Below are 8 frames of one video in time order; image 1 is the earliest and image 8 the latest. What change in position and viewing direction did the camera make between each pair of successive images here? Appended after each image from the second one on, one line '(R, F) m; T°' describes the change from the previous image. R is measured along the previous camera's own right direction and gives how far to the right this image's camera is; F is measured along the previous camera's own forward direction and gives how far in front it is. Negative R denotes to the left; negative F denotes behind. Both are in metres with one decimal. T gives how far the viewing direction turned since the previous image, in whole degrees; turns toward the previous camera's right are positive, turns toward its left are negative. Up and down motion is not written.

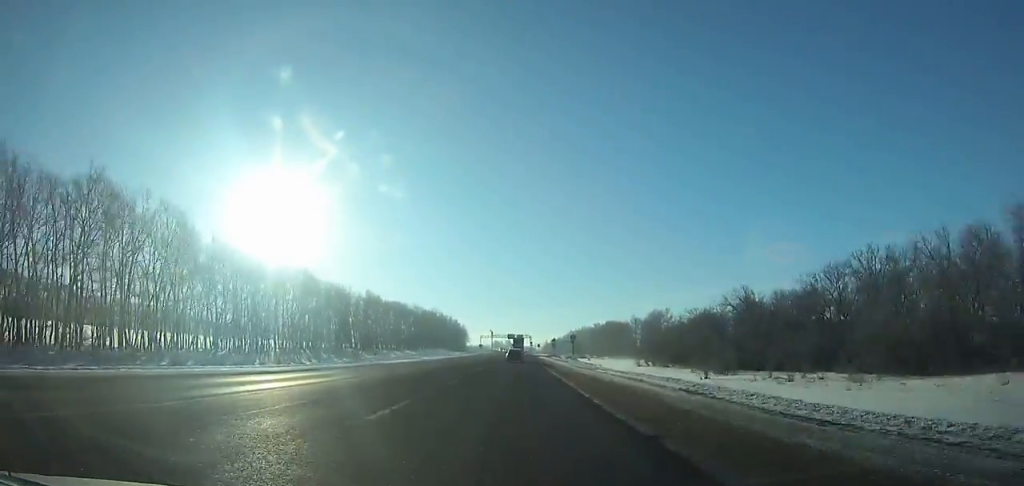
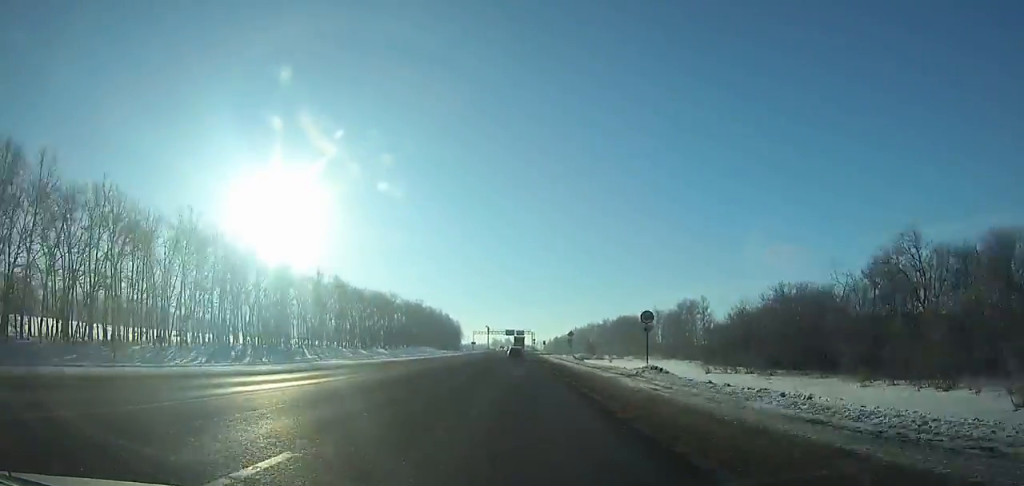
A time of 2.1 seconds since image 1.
(0.0, +42.3) m; 0°
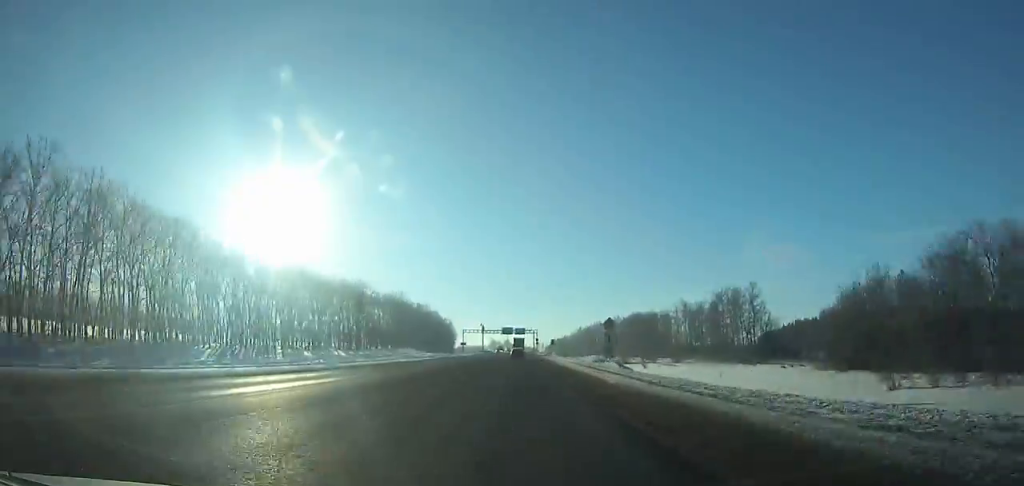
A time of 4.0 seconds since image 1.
(+0.1, +38.4) m; 0°
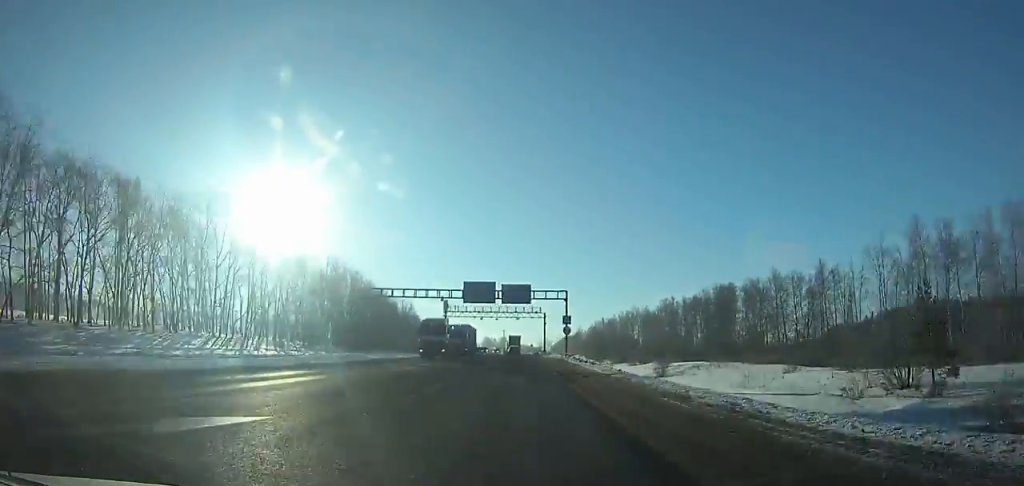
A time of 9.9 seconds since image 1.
(+0.3, +119.4) m; 0°
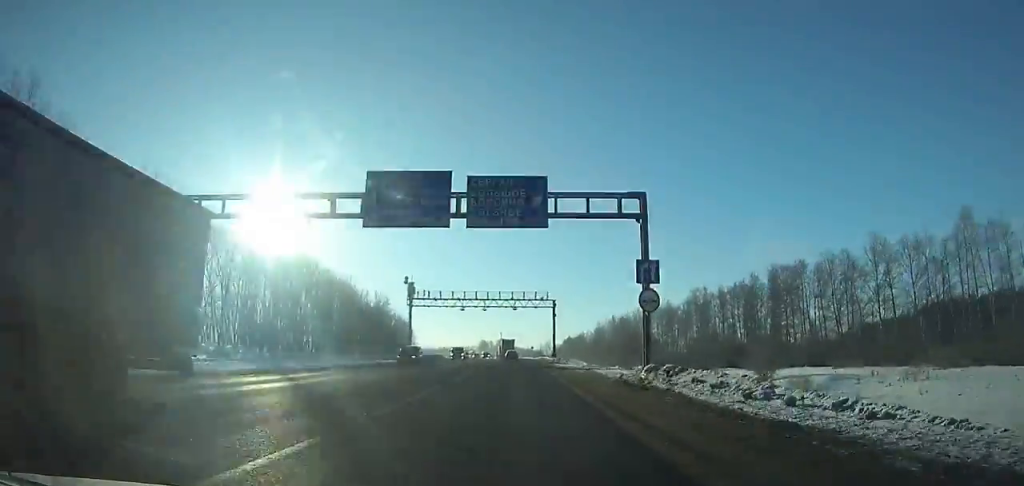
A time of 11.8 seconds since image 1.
(-0.1, +38.4) m; 0°
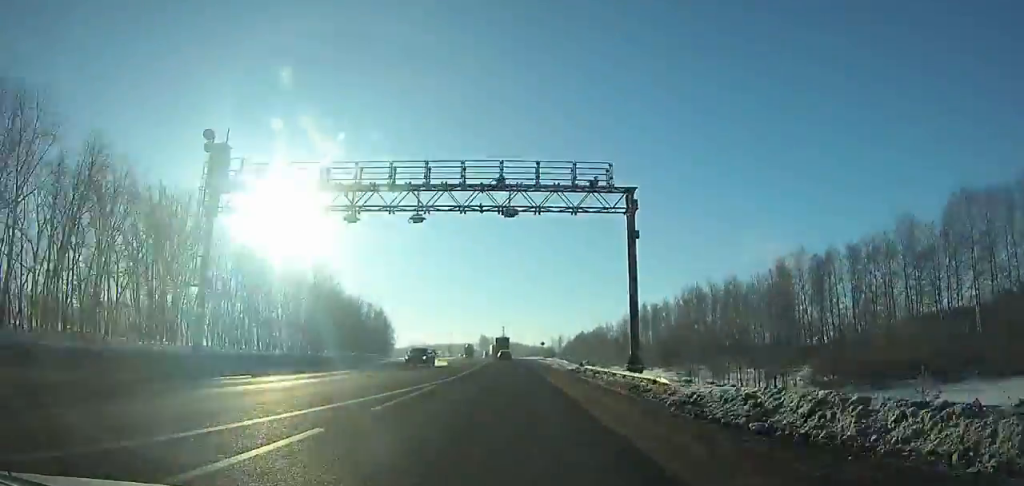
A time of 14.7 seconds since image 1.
(+0.1, +58.2) m; -1°
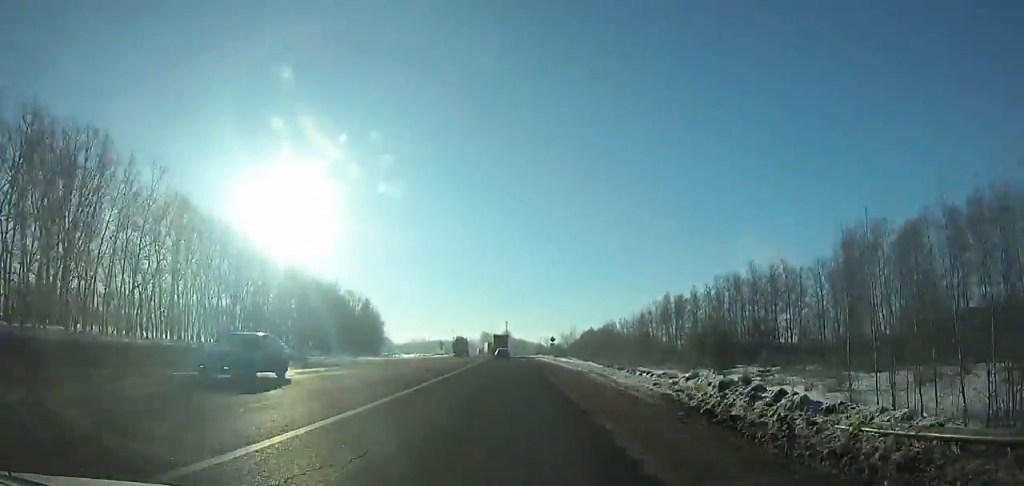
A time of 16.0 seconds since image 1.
(-0.2, +25.9) m; -1°
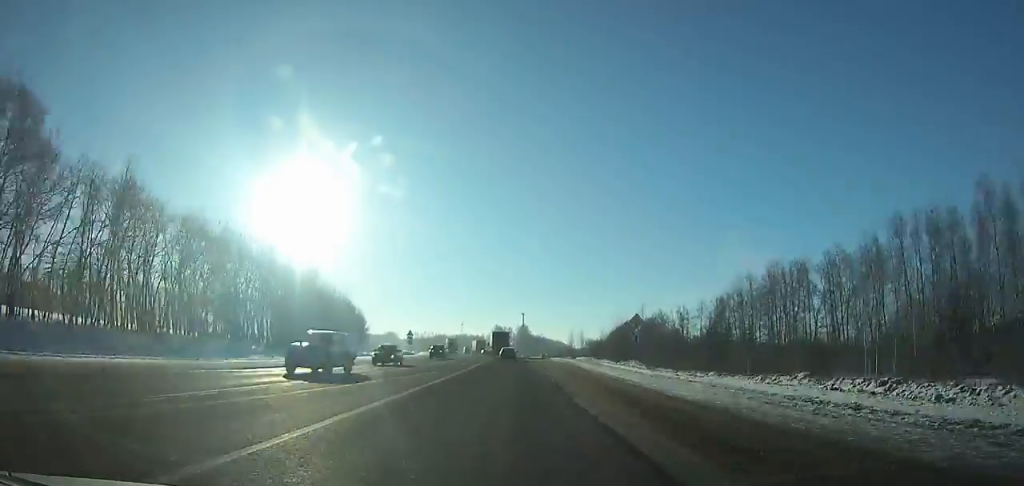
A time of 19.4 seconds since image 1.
(-1.0, +67.3) m; -2°
